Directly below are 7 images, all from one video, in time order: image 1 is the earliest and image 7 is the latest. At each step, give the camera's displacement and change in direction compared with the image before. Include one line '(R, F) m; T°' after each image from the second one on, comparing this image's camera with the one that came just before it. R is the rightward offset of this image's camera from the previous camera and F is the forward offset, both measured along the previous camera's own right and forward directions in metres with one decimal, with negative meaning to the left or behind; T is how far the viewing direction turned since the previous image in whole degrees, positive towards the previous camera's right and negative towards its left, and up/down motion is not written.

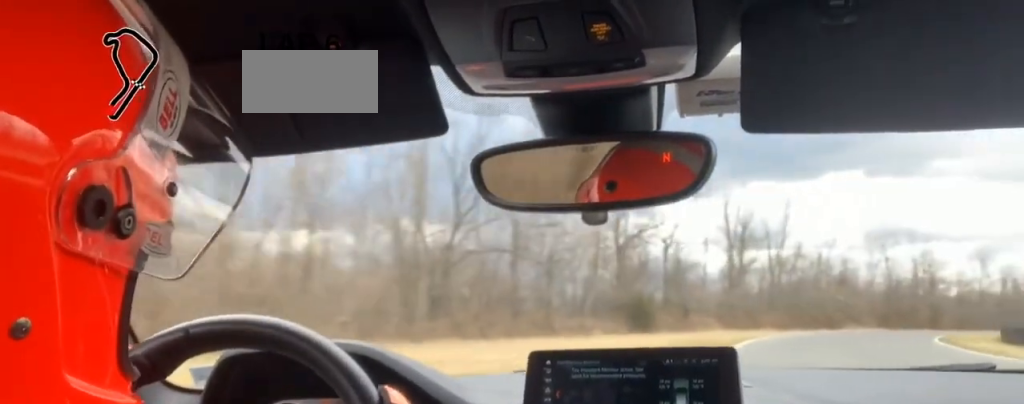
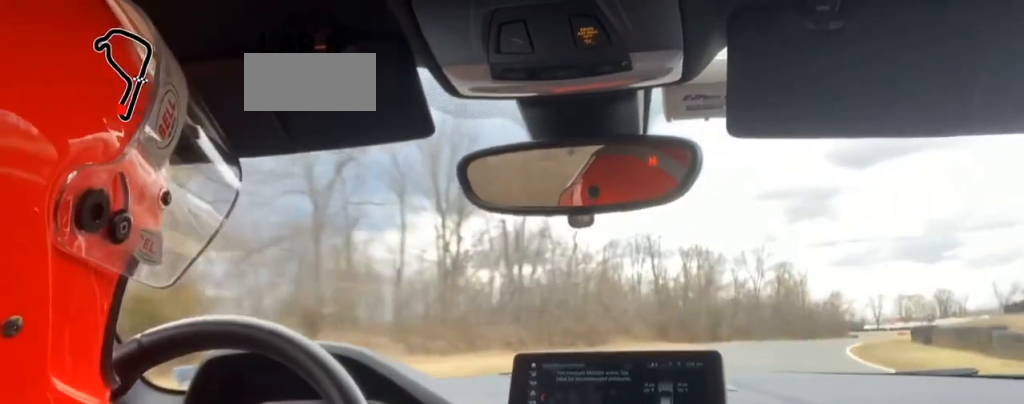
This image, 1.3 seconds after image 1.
(+3.7, +47.8) m; +13°
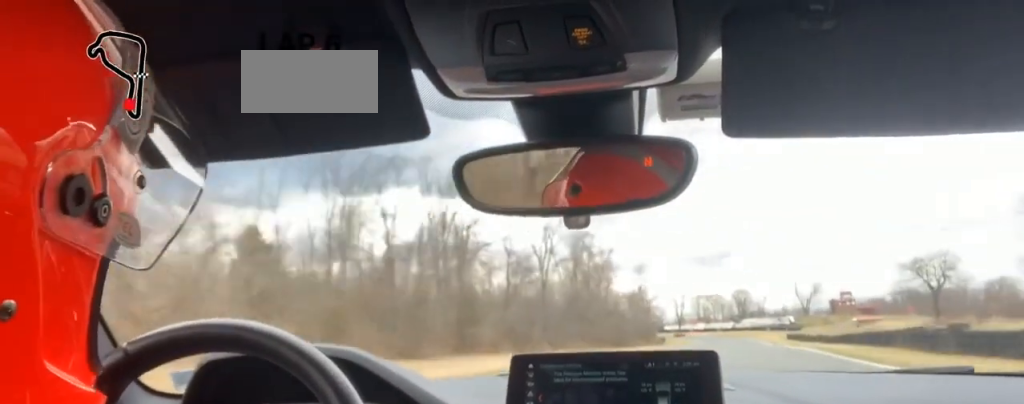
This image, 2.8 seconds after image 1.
(+8.4, +59.2) m; +14°
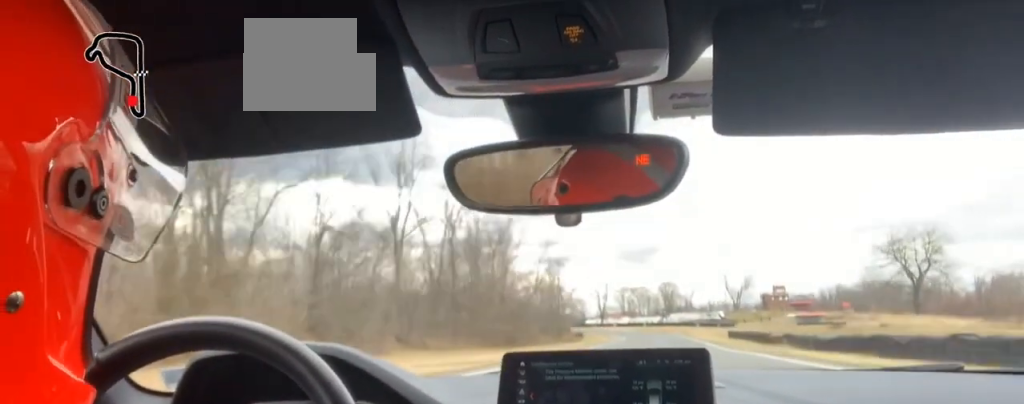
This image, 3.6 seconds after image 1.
(+1.9, +35.1) m; +4°
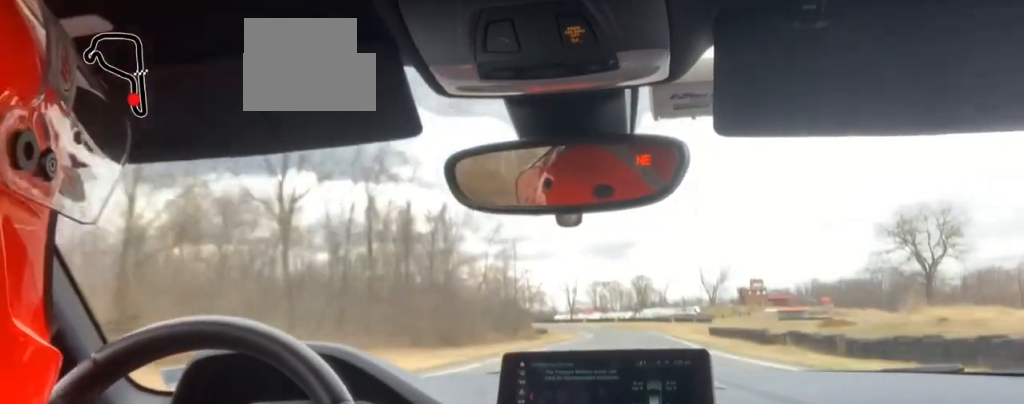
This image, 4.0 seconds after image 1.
(+0.2, +17.8) m; +2°
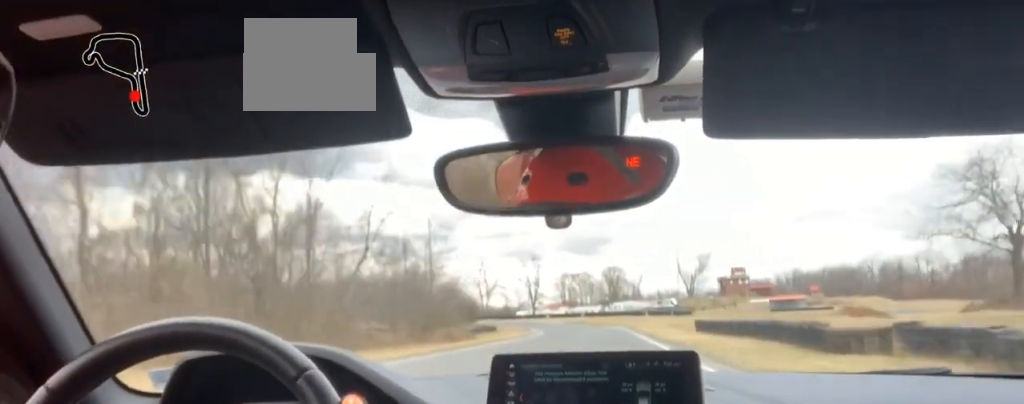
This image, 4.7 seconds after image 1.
(+0.7, +31.7) m; +3°
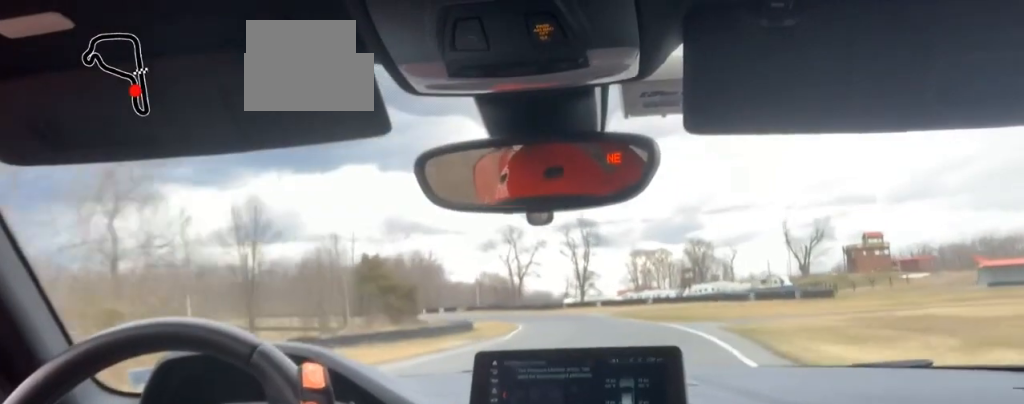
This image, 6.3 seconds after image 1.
(+0.2, +71.0) m; -5°
